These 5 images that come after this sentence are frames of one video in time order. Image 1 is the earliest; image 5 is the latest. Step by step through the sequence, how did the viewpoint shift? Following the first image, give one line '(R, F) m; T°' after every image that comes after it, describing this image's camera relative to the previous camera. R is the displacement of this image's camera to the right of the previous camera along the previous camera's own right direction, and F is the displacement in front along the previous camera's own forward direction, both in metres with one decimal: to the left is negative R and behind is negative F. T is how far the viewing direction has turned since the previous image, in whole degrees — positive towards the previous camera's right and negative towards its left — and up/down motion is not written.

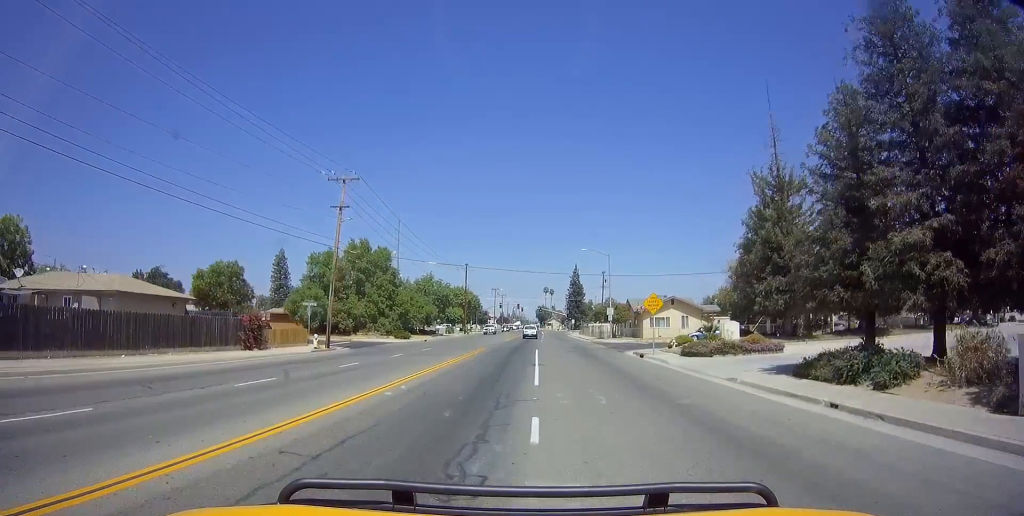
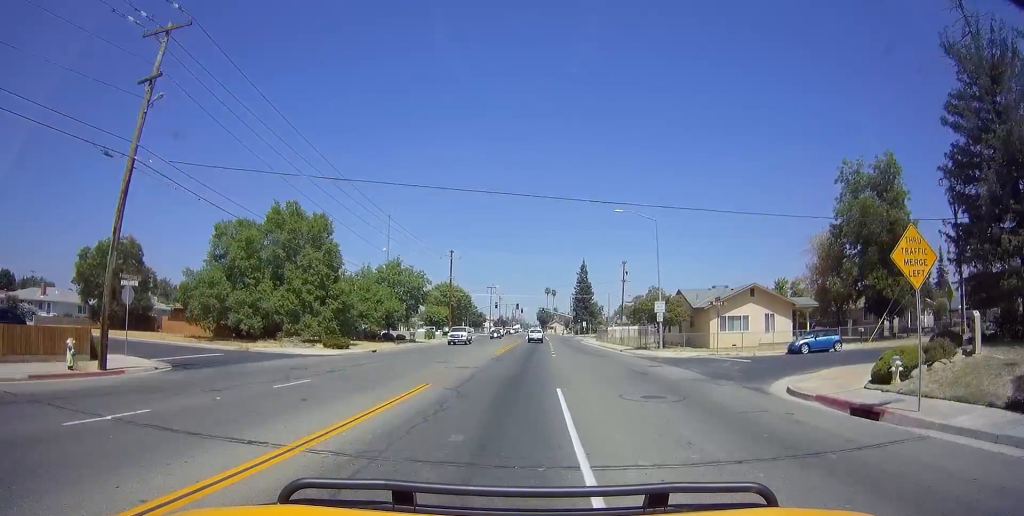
(+0.7, +21.5) m; +2°
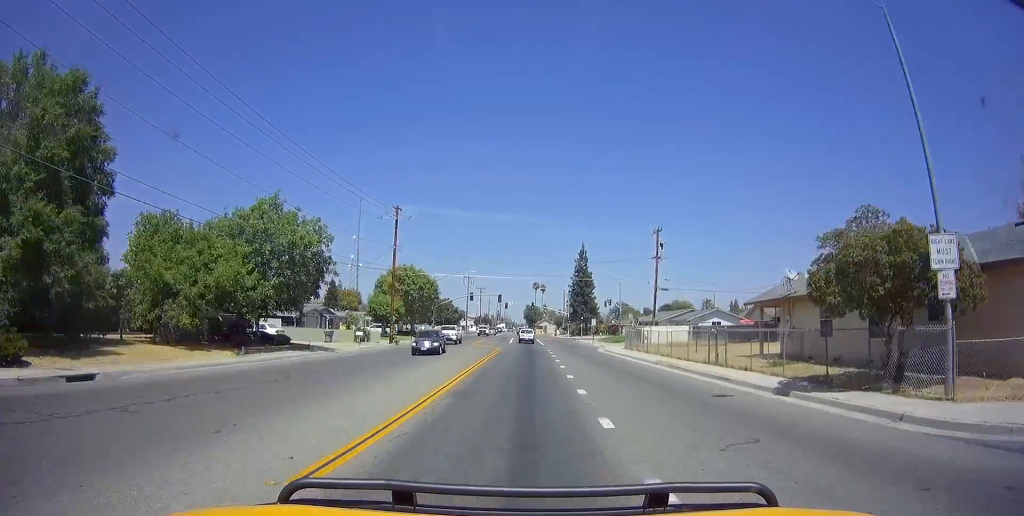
(-1.2, +28.0) m; -2°
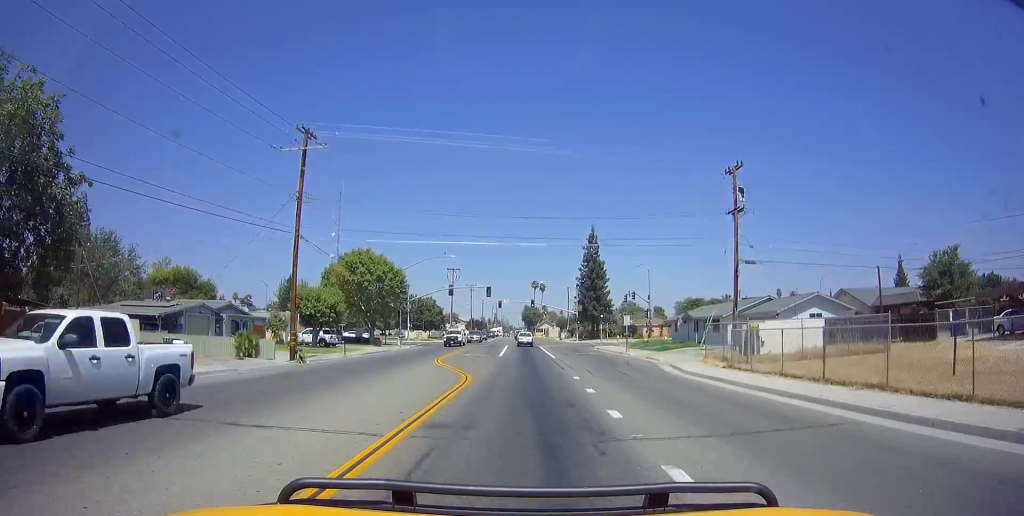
(+1.0, +22.1) m; +2°
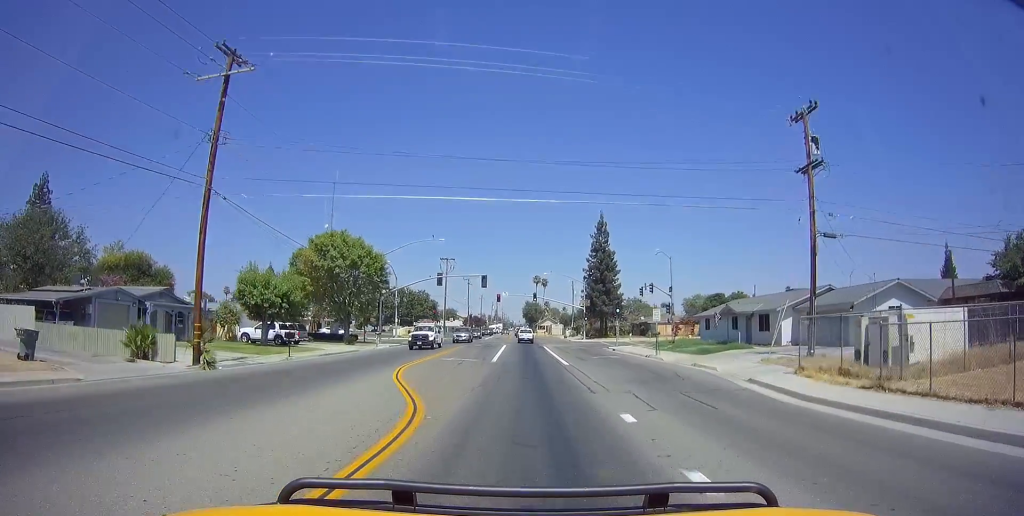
(0.0, +9.5) m; 0°
